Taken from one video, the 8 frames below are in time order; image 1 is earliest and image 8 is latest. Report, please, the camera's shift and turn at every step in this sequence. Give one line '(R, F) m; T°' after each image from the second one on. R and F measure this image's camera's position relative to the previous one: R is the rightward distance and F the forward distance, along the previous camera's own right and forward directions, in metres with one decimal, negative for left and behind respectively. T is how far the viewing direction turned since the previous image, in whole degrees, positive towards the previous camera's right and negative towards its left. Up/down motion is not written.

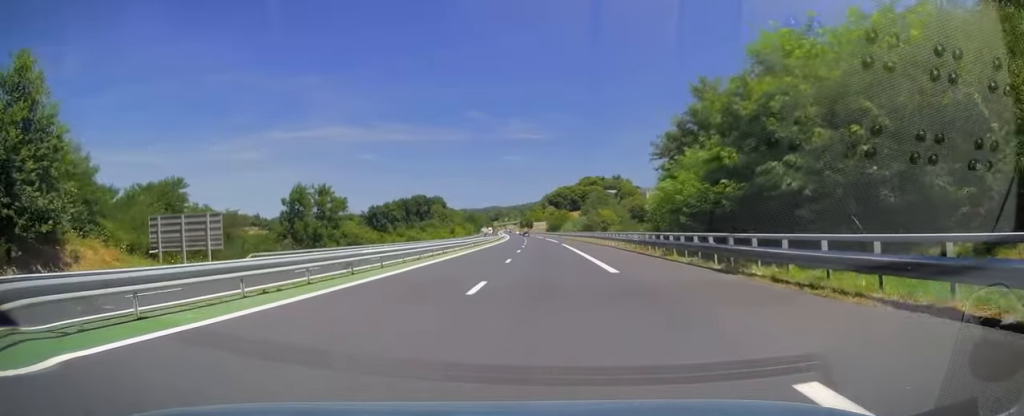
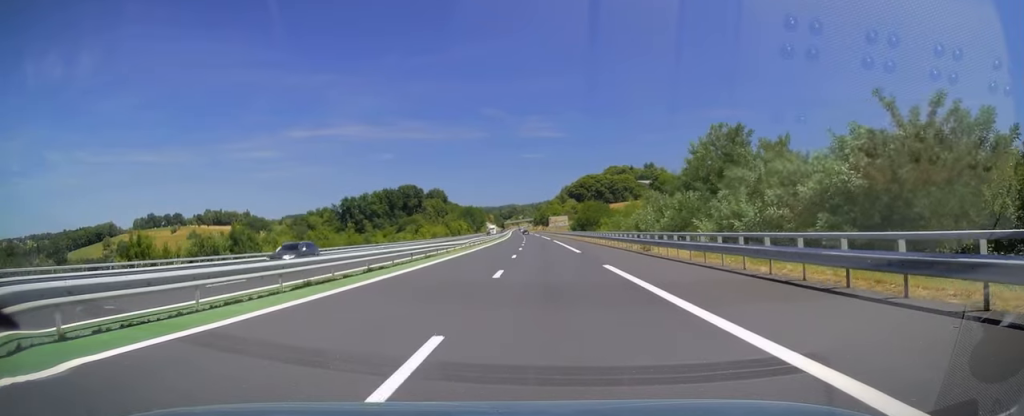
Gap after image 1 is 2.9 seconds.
(-2.3, +86.5) m; -2°
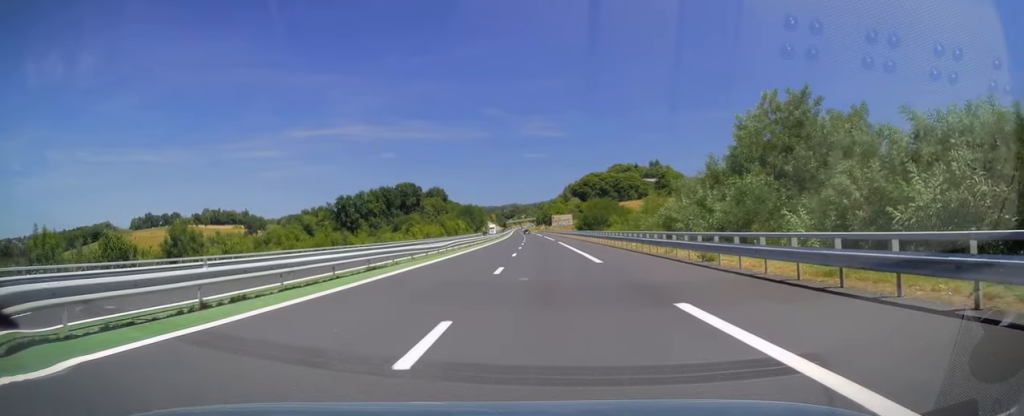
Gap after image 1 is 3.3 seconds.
(0.0, +11.8) m; 0°
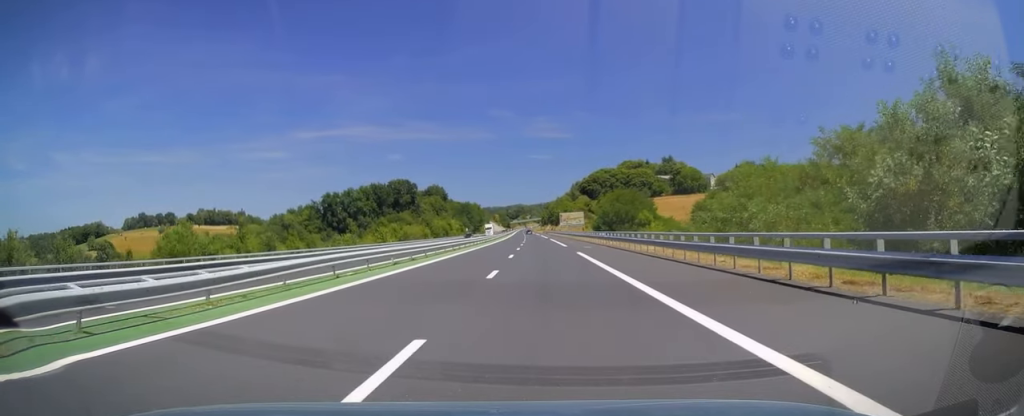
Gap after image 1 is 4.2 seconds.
(-0.1, +27.6) m; -1°
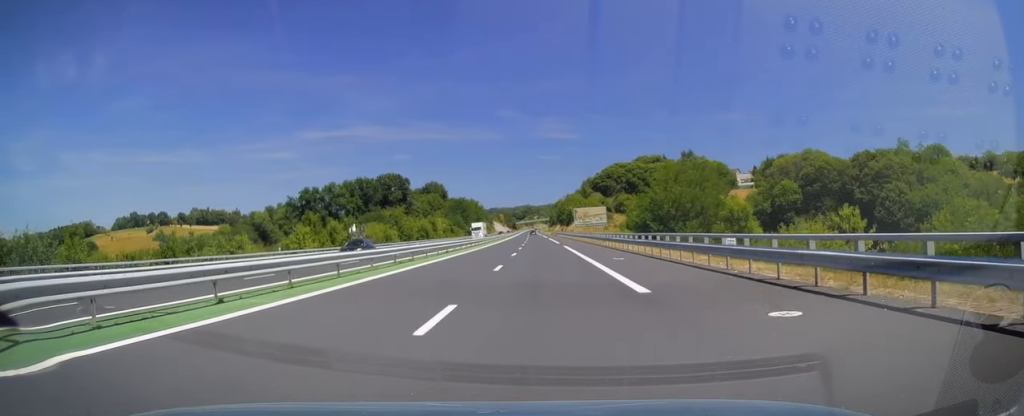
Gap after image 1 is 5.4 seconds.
(-0.4, +35.5) m; -1°
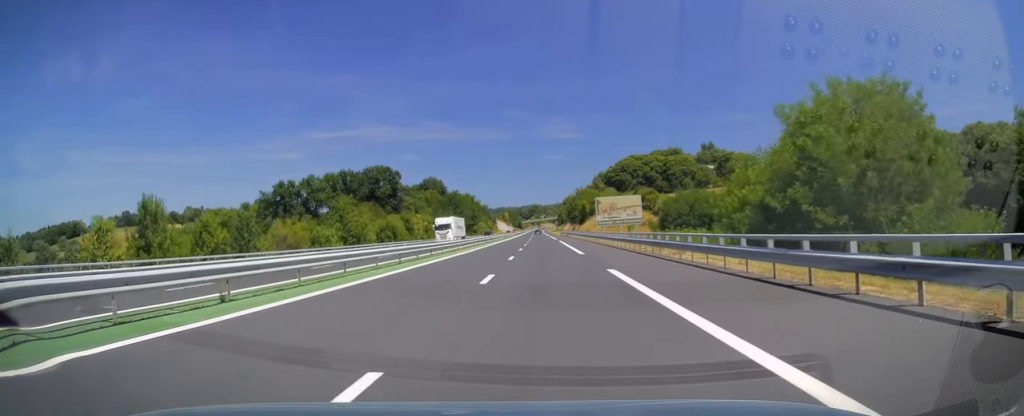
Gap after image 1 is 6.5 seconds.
(+0.1, +31.5) m; 0°
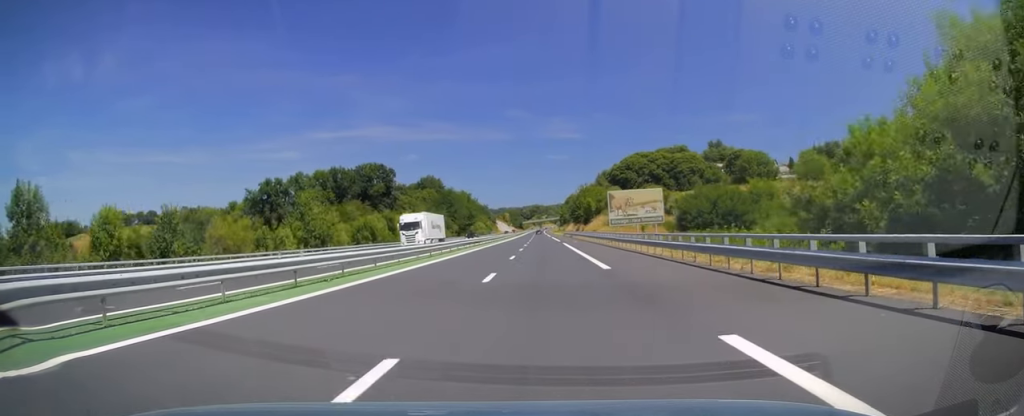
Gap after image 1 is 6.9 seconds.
(0.0, +12.3) m; 0°
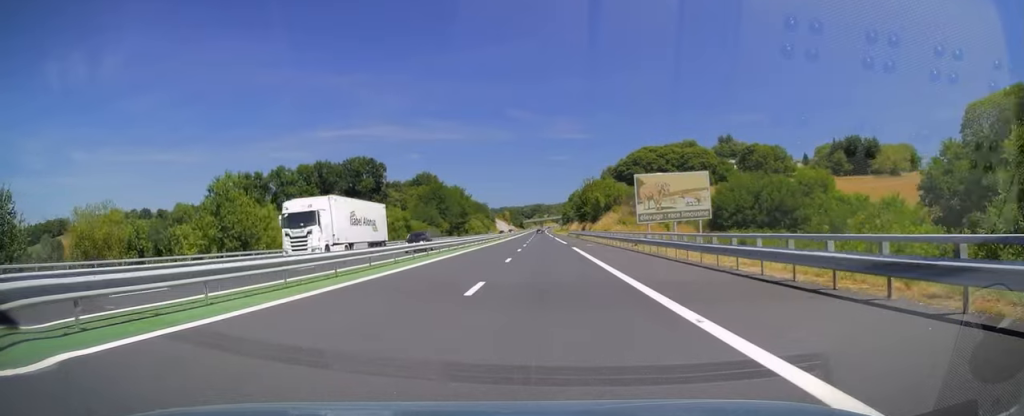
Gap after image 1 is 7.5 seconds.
(-0.2, +16.8) m; -1°
